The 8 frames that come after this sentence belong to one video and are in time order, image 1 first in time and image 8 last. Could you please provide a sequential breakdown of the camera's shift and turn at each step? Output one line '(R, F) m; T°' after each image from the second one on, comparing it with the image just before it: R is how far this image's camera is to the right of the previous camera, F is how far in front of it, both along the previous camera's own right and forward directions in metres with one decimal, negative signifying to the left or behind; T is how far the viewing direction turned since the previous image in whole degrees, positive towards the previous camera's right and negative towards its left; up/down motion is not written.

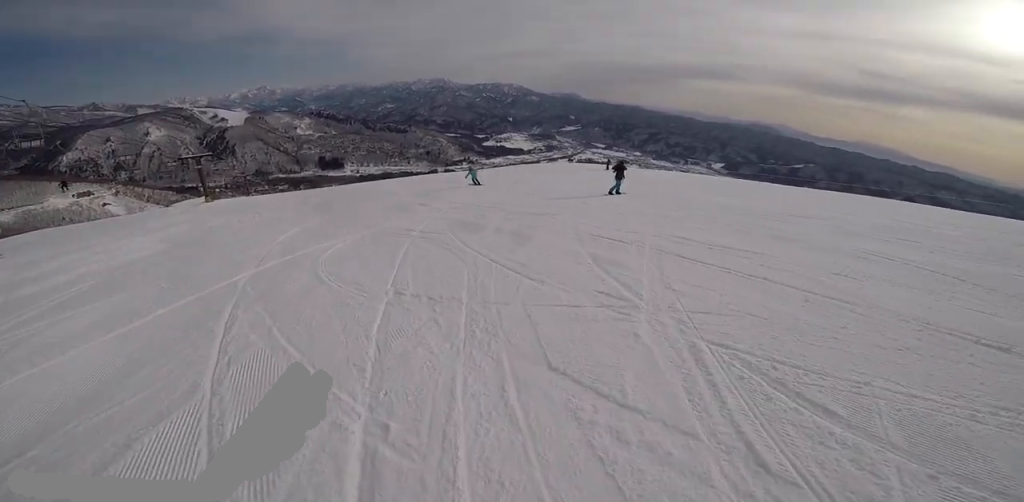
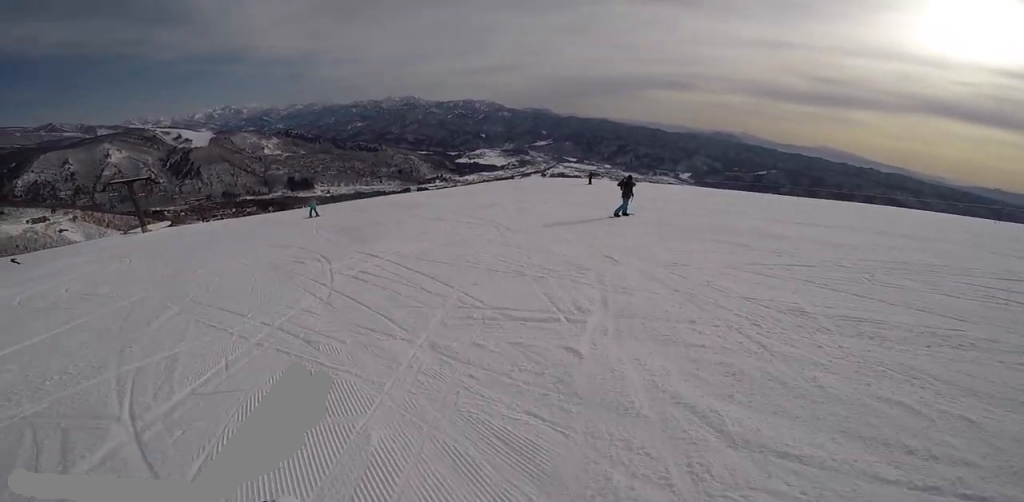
(+1.8, +6.9) m; +8°
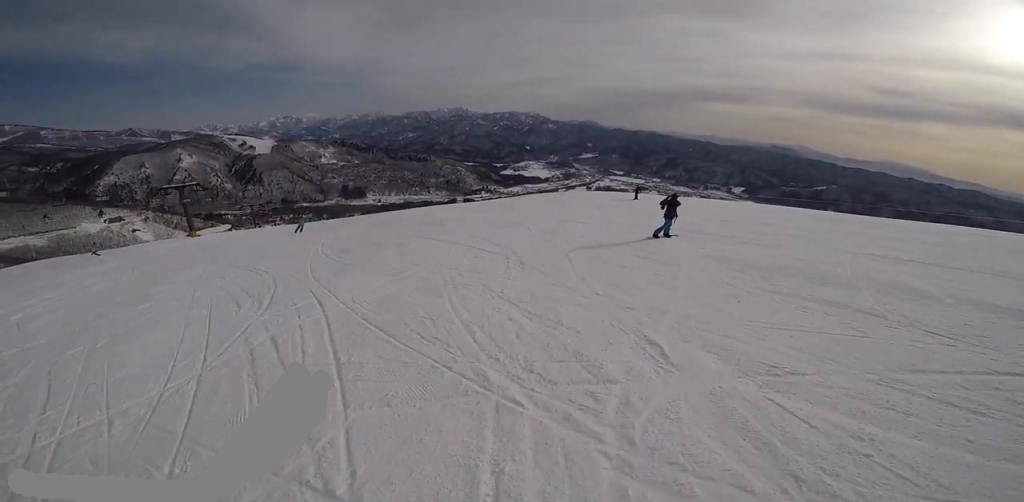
(-0.2, +3.4) m; -9°
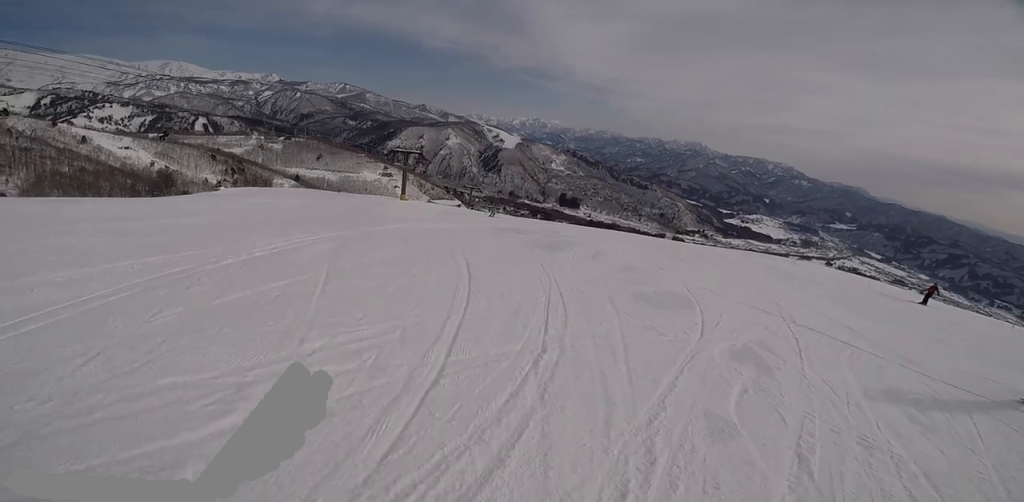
(-3.0, +9.2) m; -31°
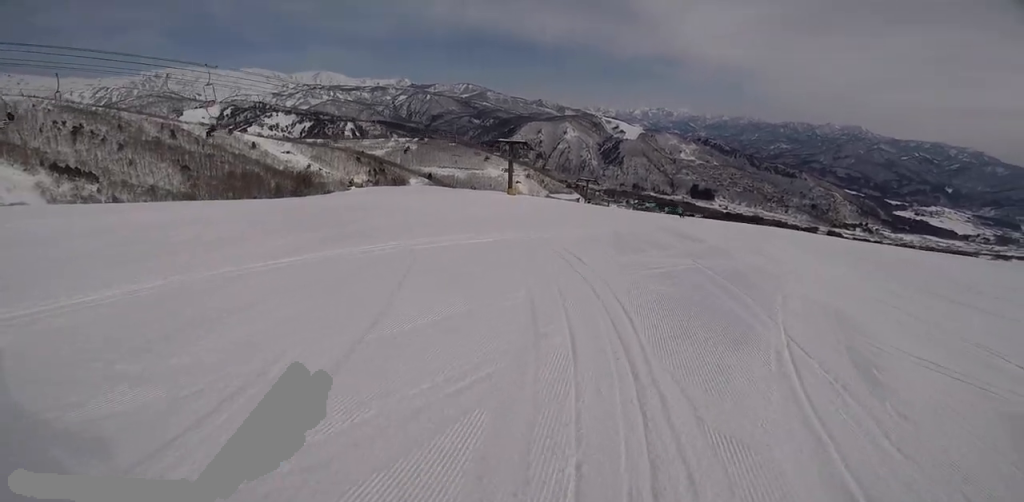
(-1.2, +7.7) m; -12°
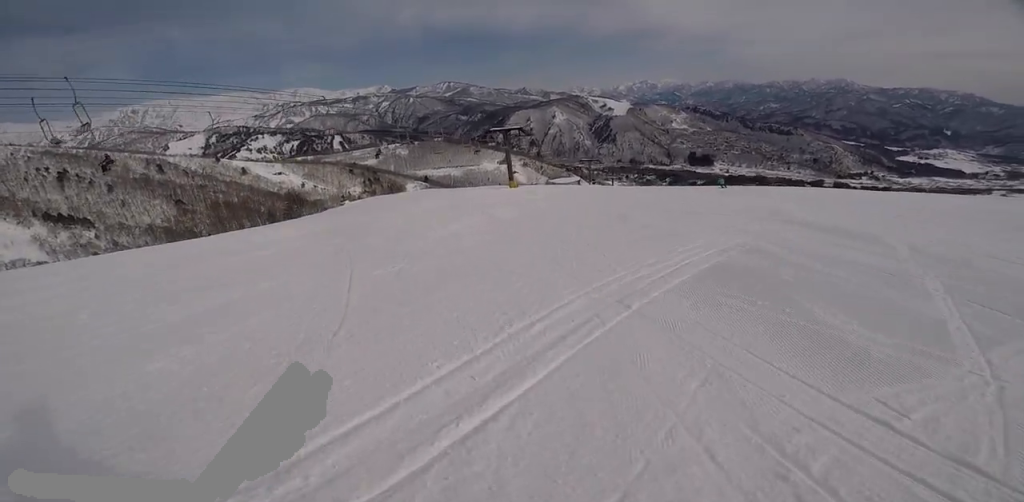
(-0.1, +5.8) m; 0°
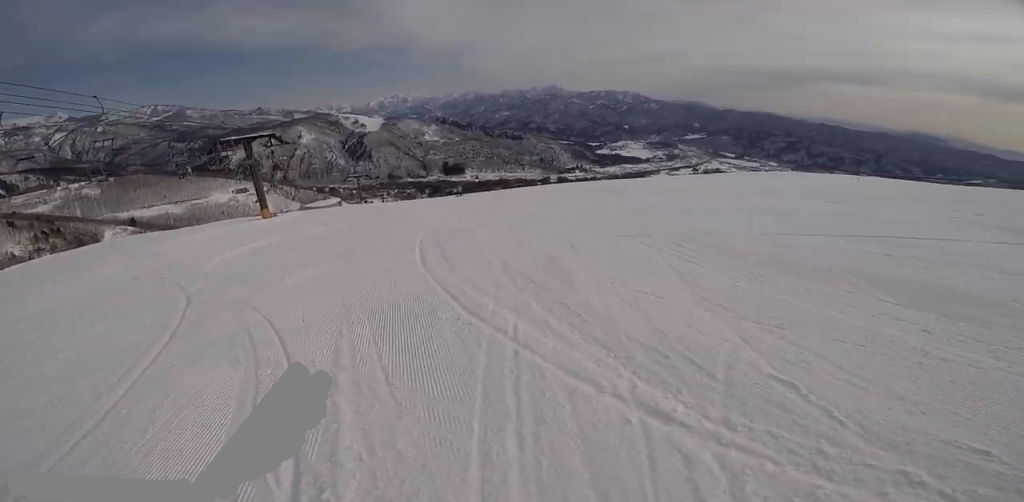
(+1.6, +10.3) m; +32°
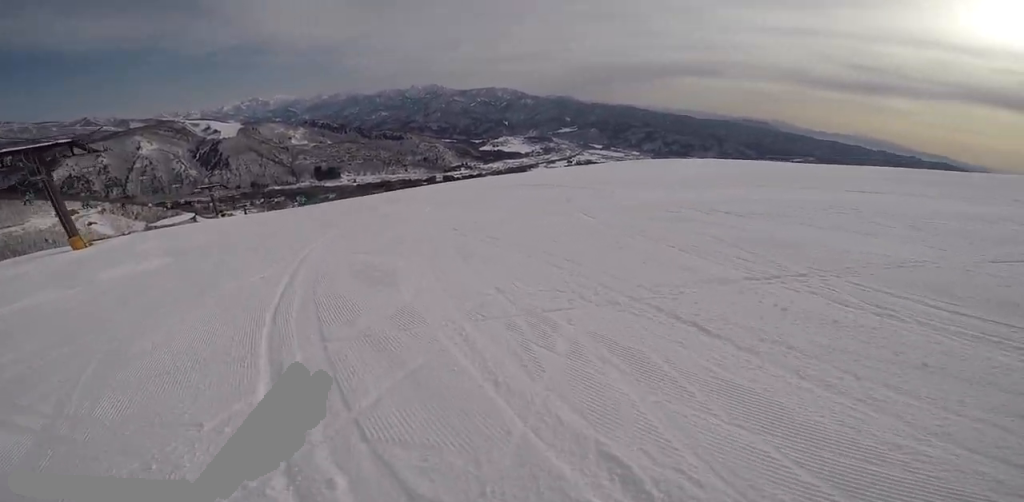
(+0.8, +4.0) m; +18°
